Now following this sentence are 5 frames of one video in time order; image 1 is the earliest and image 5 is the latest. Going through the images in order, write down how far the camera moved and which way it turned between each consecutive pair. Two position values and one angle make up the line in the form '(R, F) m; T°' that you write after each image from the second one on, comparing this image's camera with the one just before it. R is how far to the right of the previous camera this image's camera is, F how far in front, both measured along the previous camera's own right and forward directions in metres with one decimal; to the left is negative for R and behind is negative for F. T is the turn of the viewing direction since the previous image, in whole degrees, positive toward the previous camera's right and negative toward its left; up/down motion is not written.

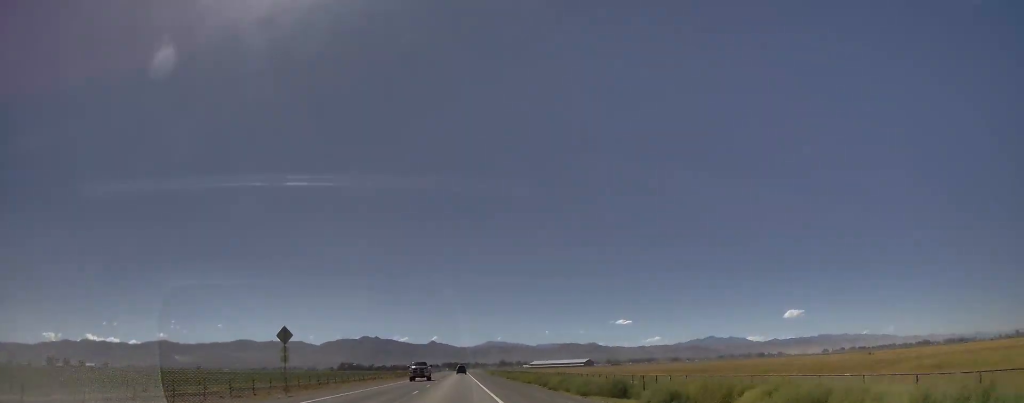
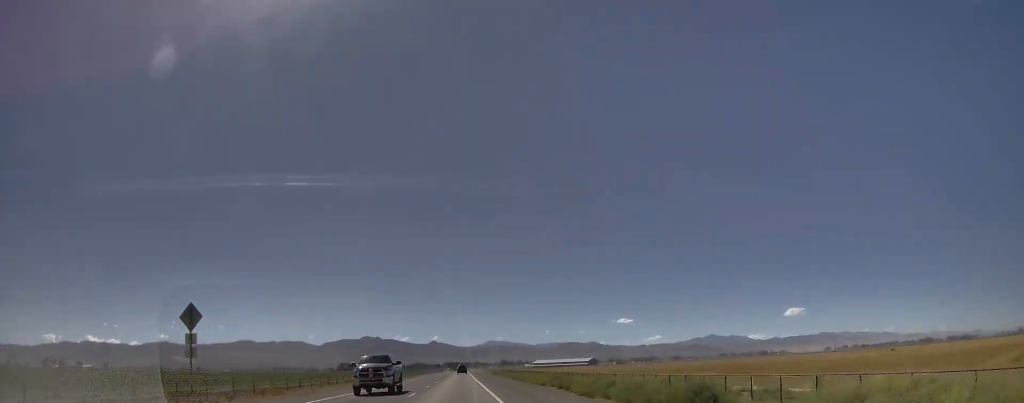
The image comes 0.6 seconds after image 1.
(-0.4, +15.0) m; 0°
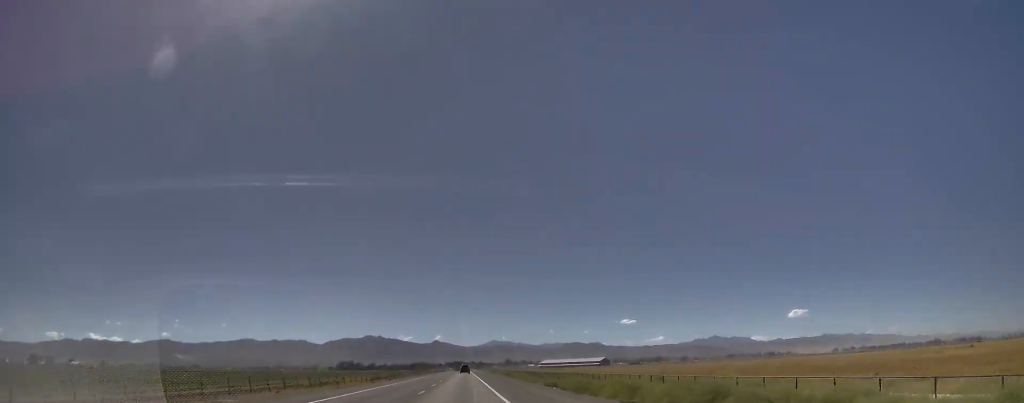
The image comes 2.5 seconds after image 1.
(+0.6, +46.5) m; +1°
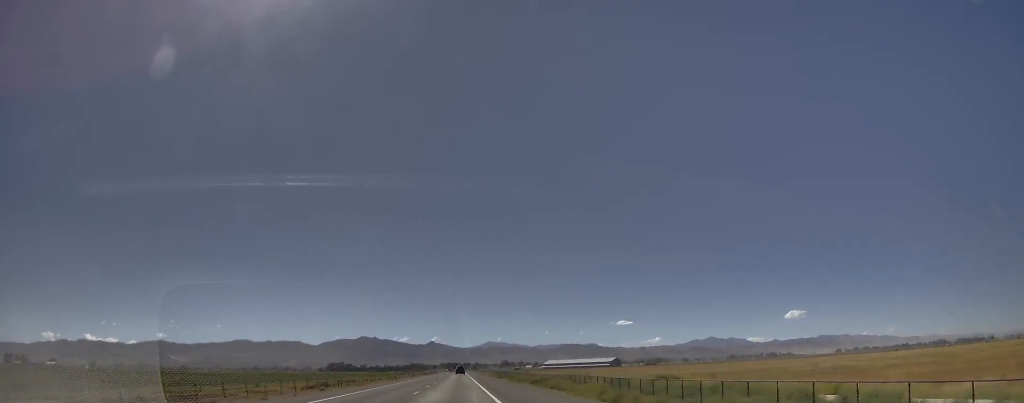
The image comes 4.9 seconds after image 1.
(-1.0, +59.7) m; -3°
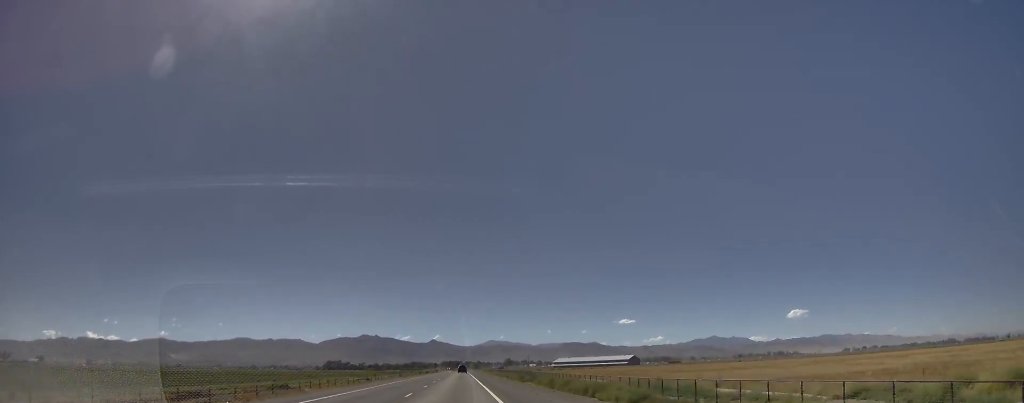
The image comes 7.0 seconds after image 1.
(+1.4, +52.9) m; +3°
